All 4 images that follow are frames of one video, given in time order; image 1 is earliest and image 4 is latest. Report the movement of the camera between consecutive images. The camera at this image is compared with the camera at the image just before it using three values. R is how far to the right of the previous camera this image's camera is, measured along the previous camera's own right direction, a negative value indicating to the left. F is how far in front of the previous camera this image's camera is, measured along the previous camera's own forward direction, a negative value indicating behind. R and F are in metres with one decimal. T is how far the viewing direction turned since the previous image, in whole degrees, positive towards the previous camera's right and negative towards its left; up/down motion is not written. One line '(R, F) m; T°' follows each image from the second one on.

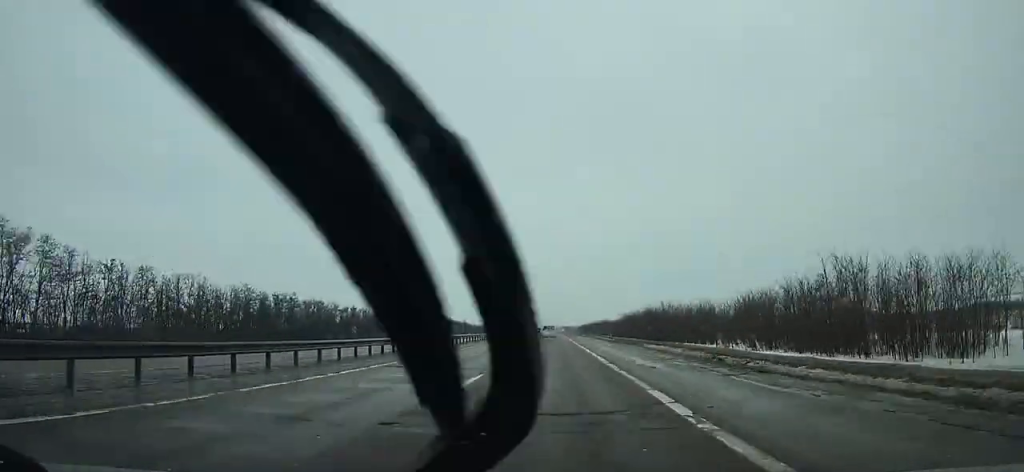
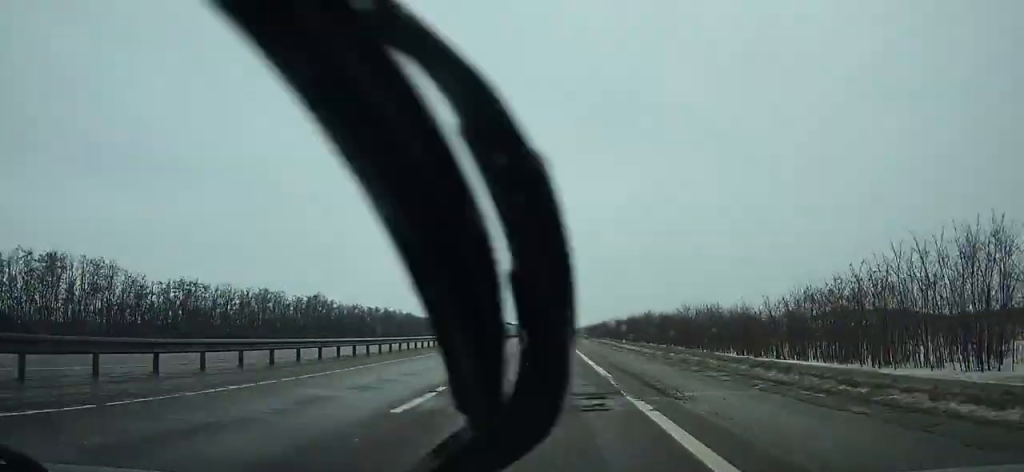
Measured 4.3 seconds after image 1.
(+0.4, +113.3) m; 0°
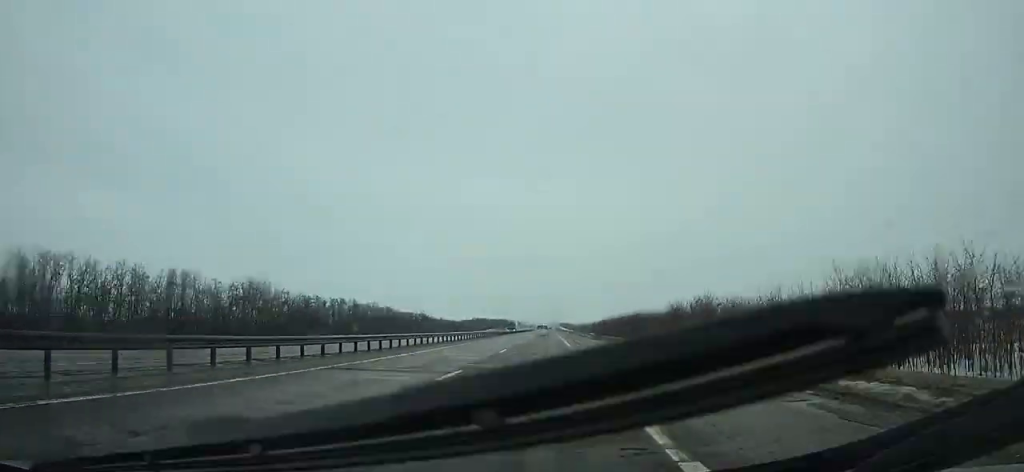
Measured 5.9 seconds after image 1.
(0.0, +41.8) m; 0°
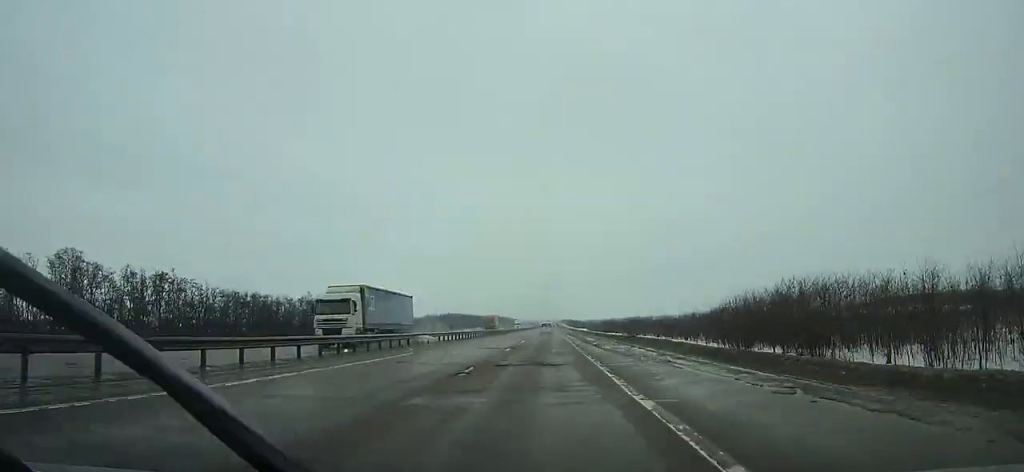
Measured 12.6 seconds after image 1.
(-0.8, +173.5) m; 0°
